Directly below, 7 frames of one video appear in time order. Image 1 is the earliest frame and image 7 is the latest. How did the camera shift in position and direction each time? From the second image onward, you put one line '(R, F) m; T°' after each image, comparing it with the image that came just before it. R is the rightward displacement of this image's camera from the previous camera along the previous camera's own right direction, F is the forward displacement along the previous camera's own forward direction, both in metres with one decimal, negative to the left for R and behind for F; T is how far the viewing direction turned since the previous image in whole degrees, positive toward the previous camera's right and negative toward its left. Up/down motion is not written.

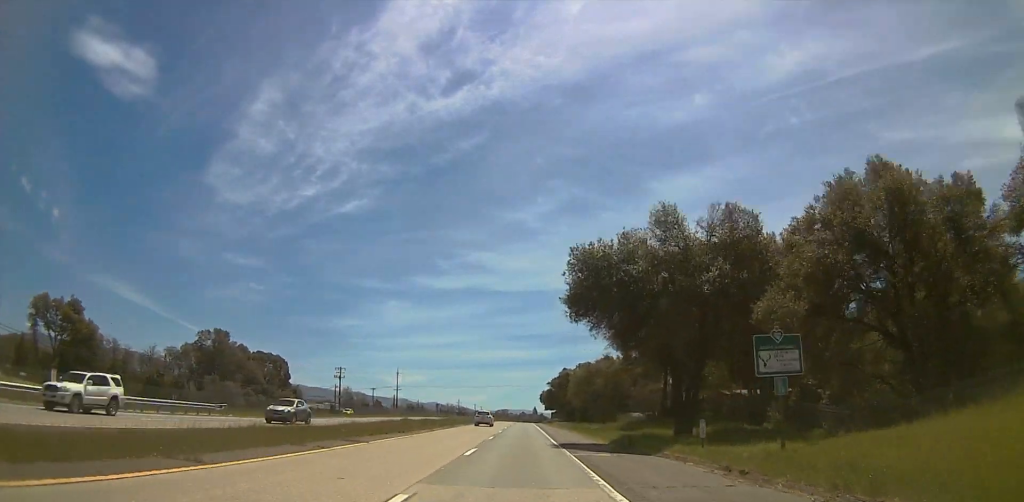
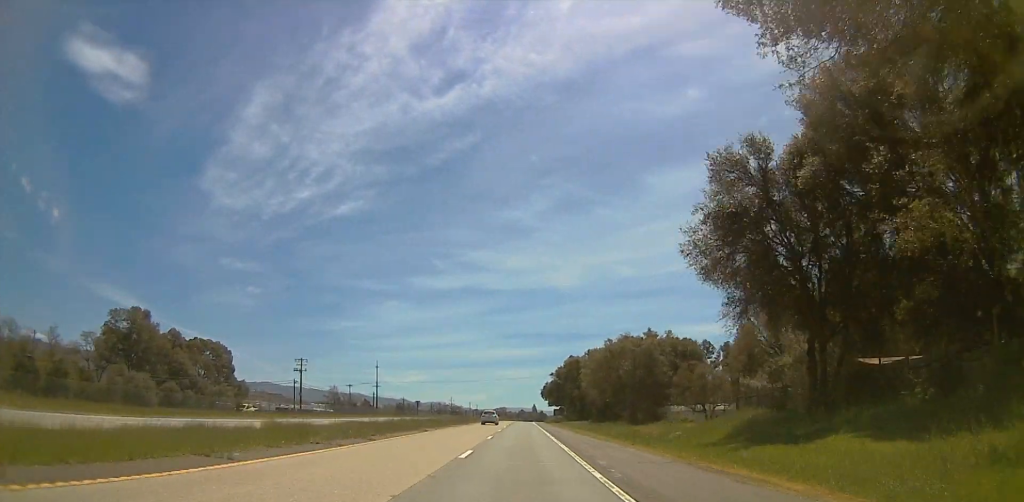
(-1.1, +31.9) m; -2°
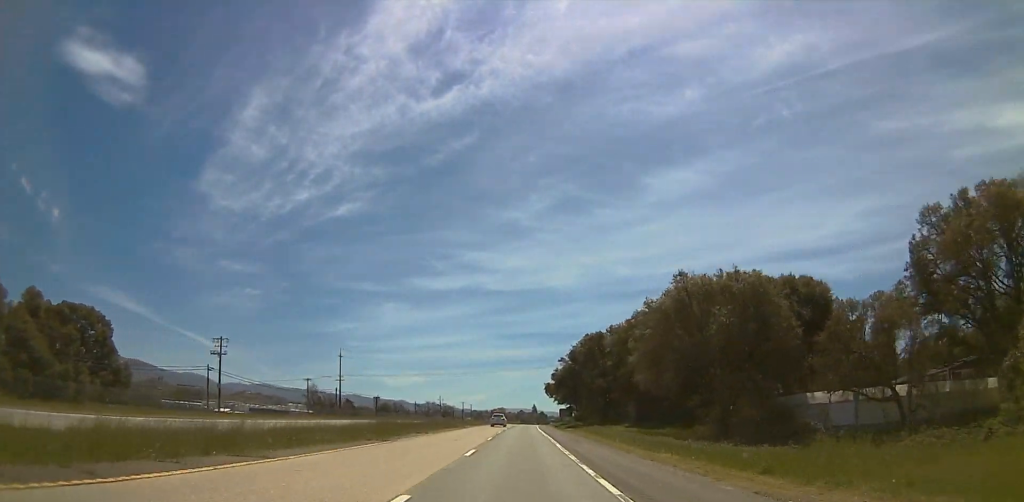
(0.0, +41.9) m; 0°
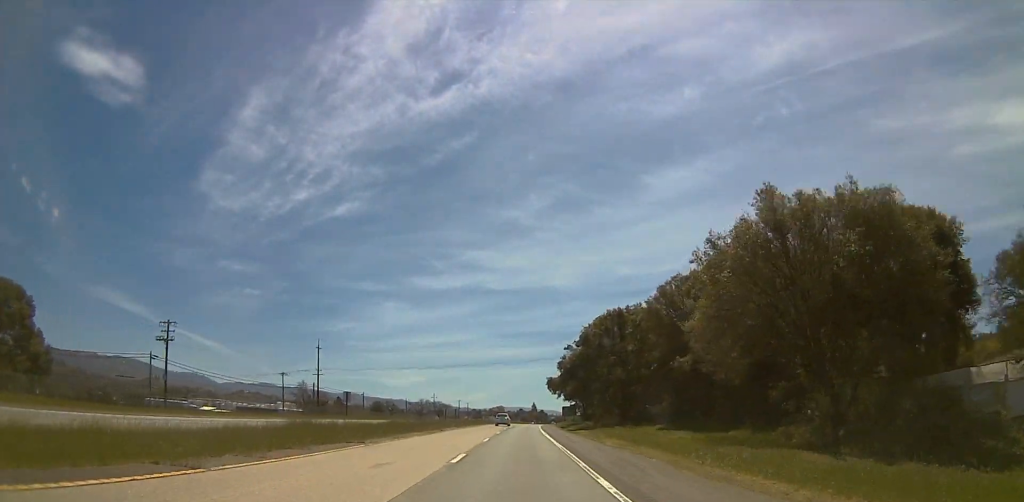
(0.0, +17.7) m; +1°
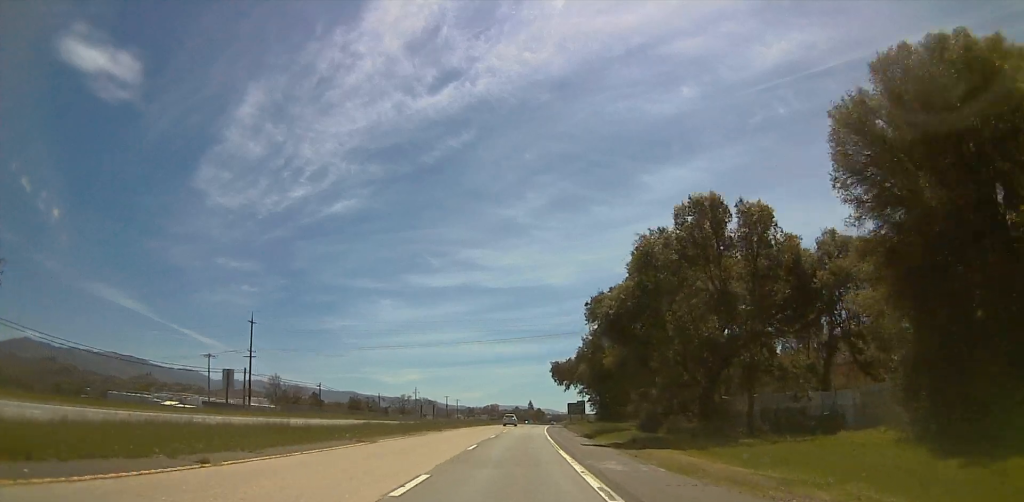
(+0.5, +34.6) m; +1°
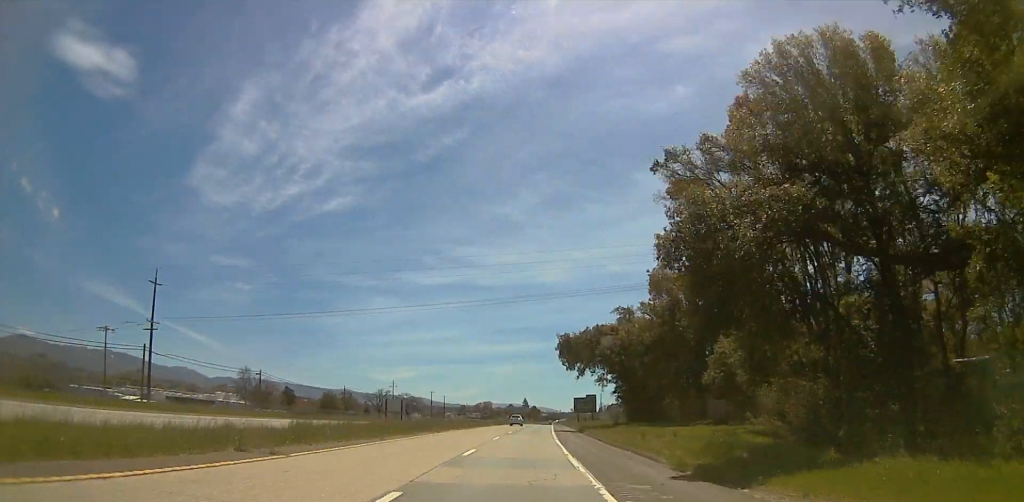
(+0.2, +30.0) m; 0°
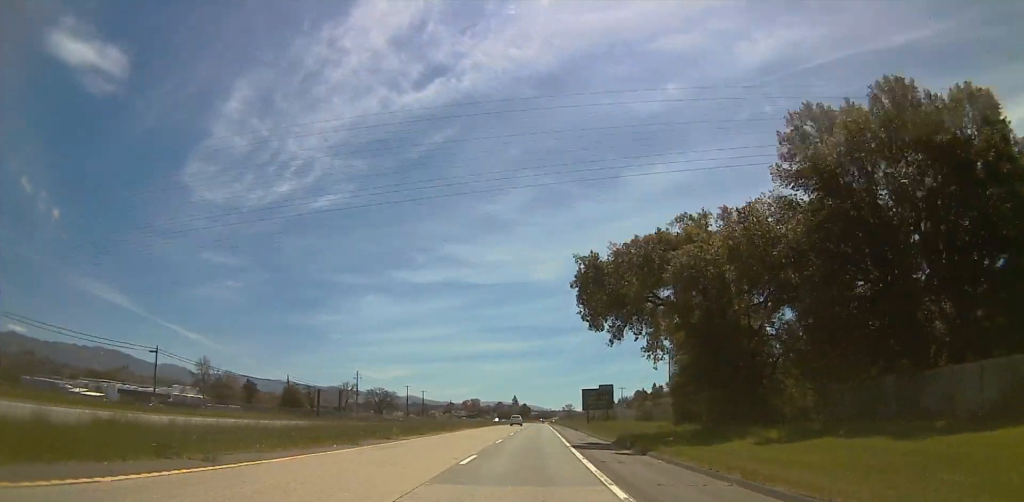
(-0.1, +30.0) m; -1°
